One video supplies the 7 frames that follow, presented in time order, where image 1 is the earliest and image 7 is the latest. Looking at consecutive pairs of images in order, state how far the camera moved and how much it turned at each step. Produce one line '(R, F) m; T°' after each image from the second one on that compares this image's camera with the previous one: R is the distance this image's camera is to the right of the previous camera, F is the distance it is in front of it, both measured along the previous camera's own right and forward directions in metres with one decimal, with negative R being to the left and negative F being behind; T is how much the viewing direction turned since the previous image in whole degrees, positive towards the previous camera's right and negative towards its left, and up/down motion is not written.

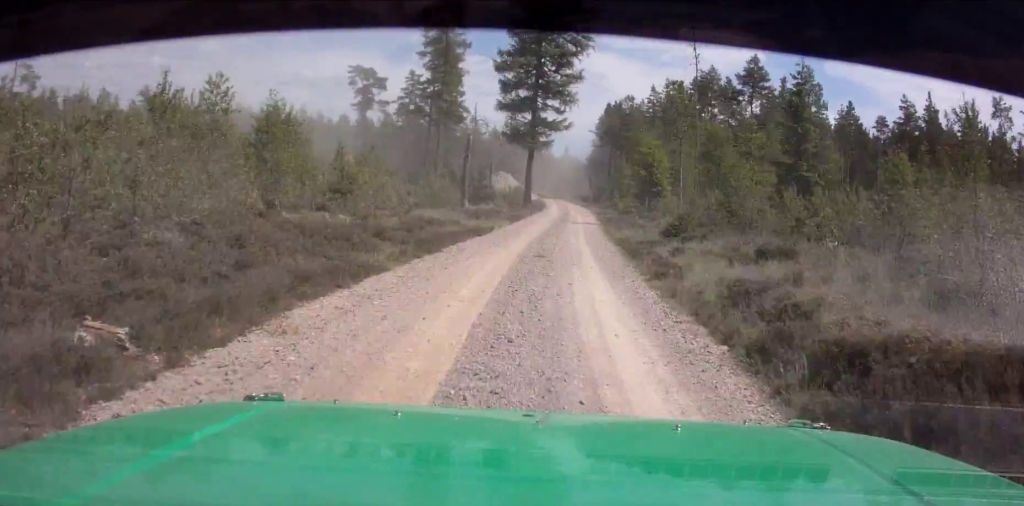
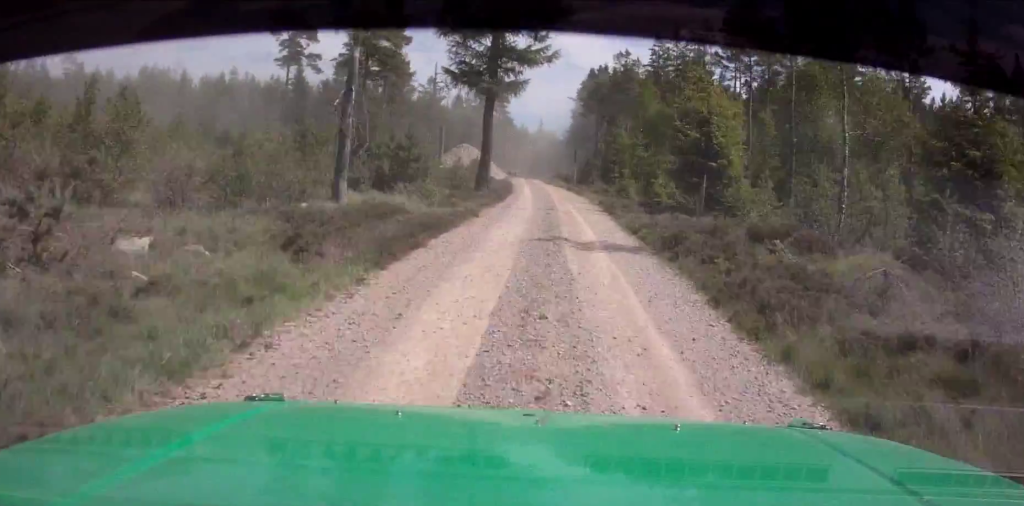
(+0.5, +26.0) m; +1°
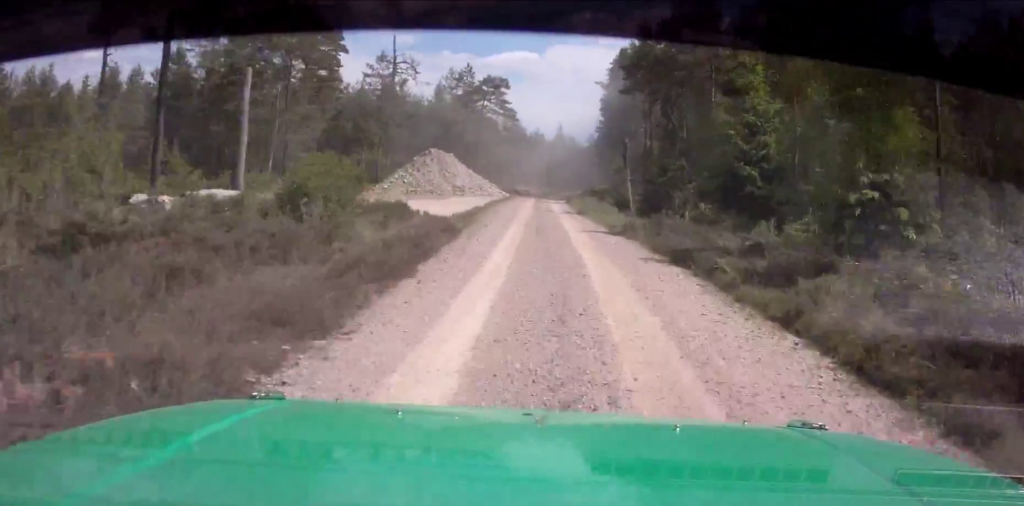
(-0.1, +44.8) m; -1°
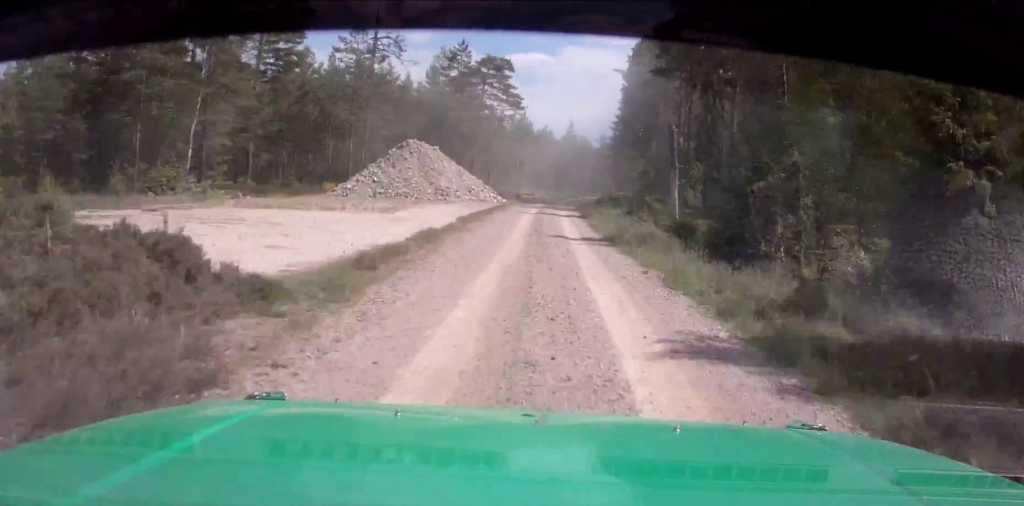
(-0.1, +14.6) m; 0°
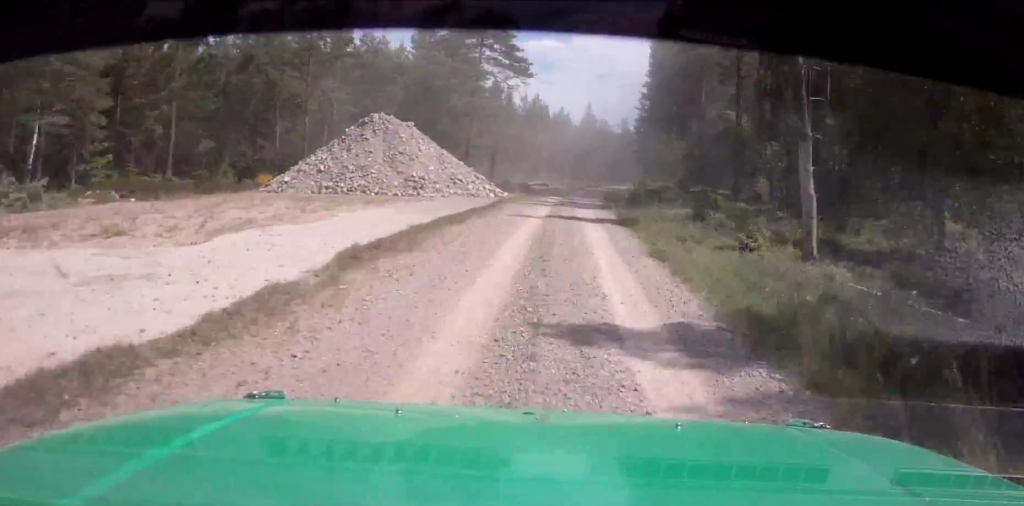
(-0.2, +16.2) m; 0°
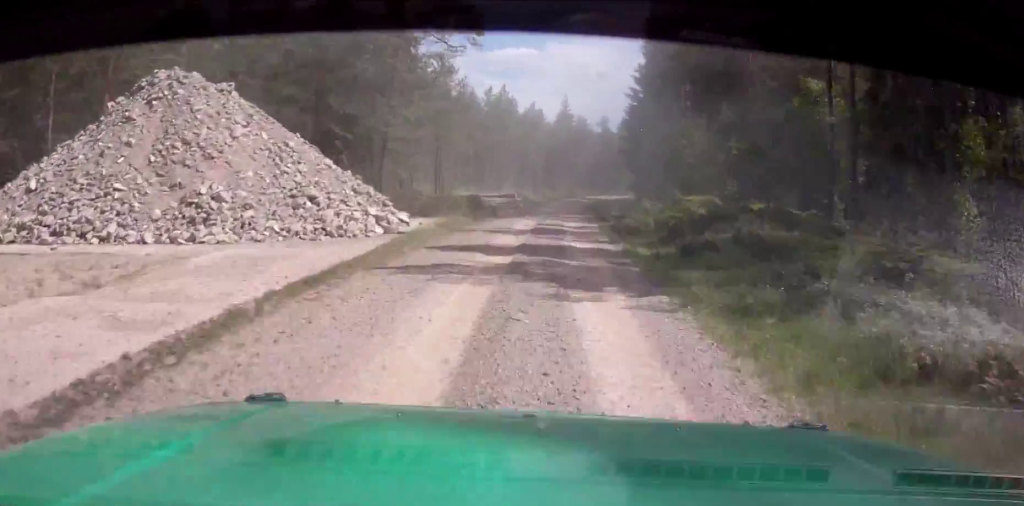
(0.0, +20.3) m; 0°
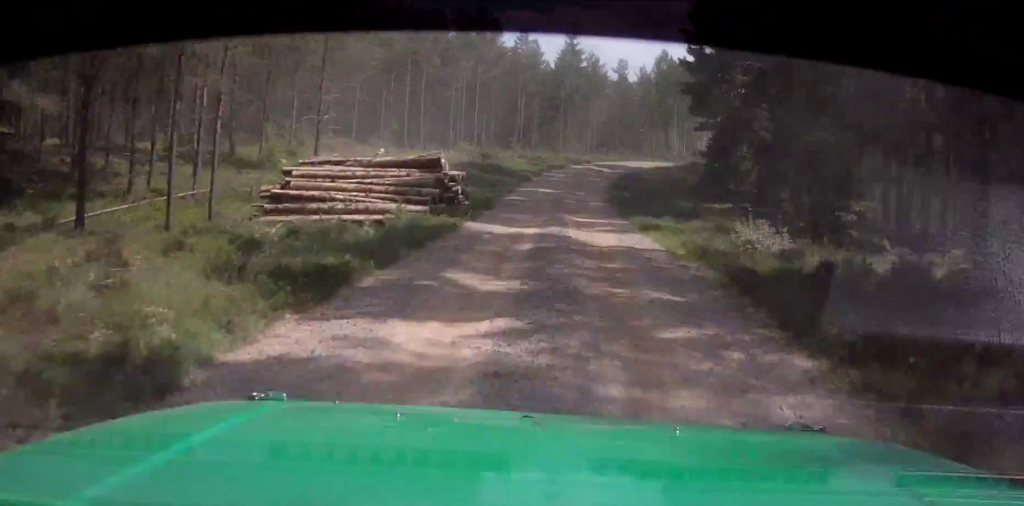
(+0.1, +33.2) m; +1°
